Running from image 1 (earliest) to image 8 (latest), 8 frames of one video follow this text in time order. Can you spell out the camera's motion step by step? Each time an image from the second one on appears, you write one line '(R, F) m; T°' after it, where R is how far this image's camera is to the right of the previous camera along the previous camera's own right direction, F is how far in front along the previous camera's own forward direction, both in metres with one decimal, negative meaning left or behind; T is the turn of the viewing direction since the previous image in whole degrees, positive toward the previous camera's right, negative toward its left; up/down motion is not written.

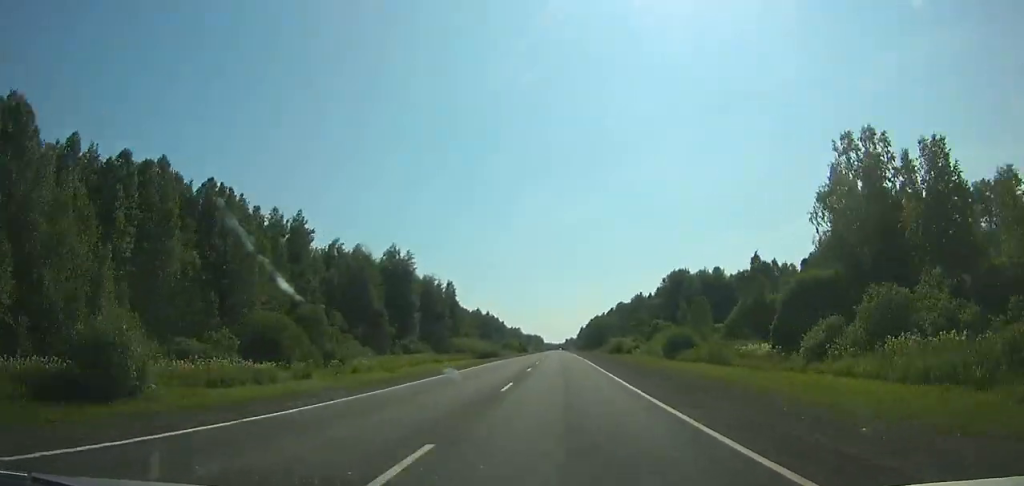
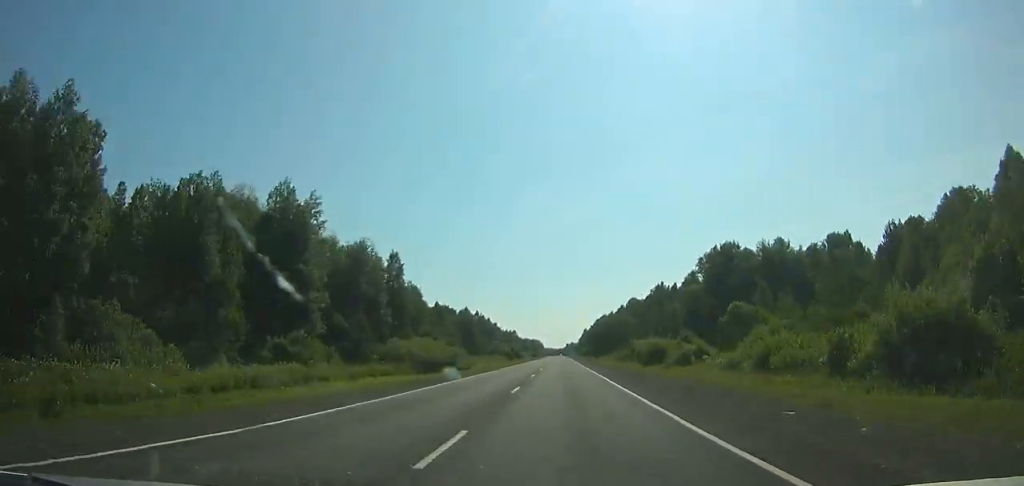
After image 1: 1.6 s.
(-0.4, +46.5) m; 0°
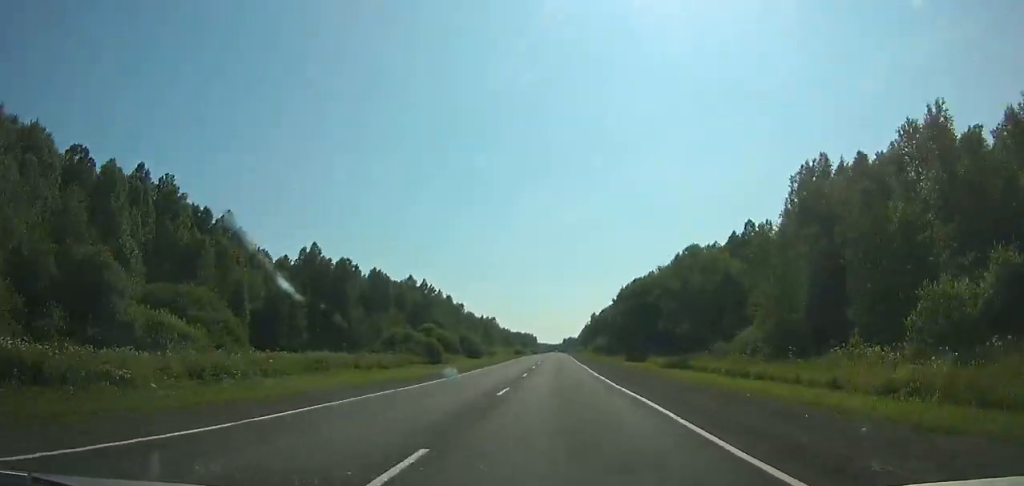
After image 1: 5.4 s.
(+0.5, +109.4) m; 0°
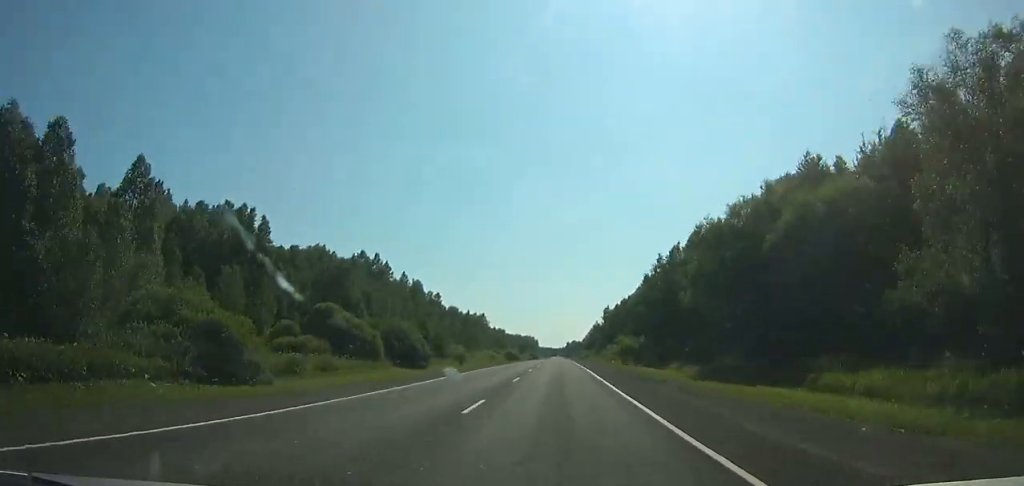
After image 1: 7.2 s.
(0.0, +51.3) m; 0°
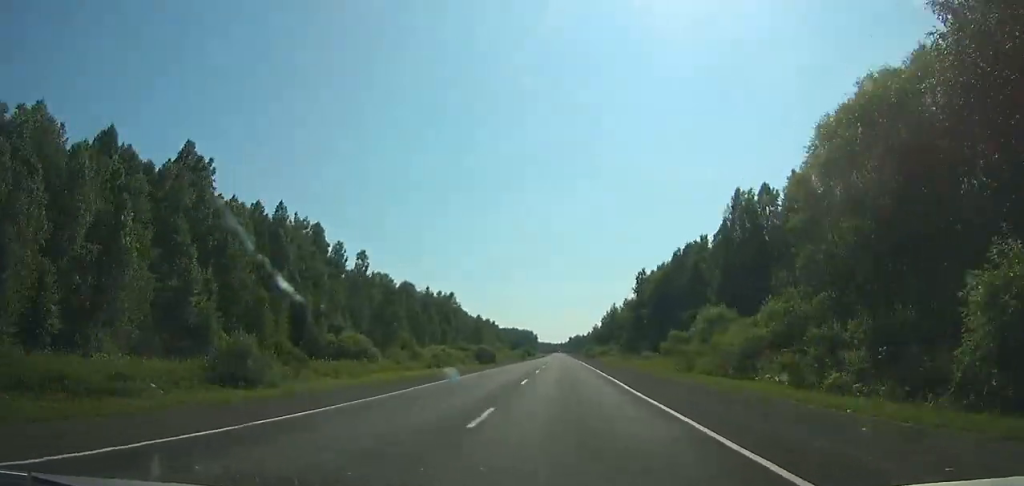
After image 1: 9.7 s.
(0.0, +70.8) m; +3°
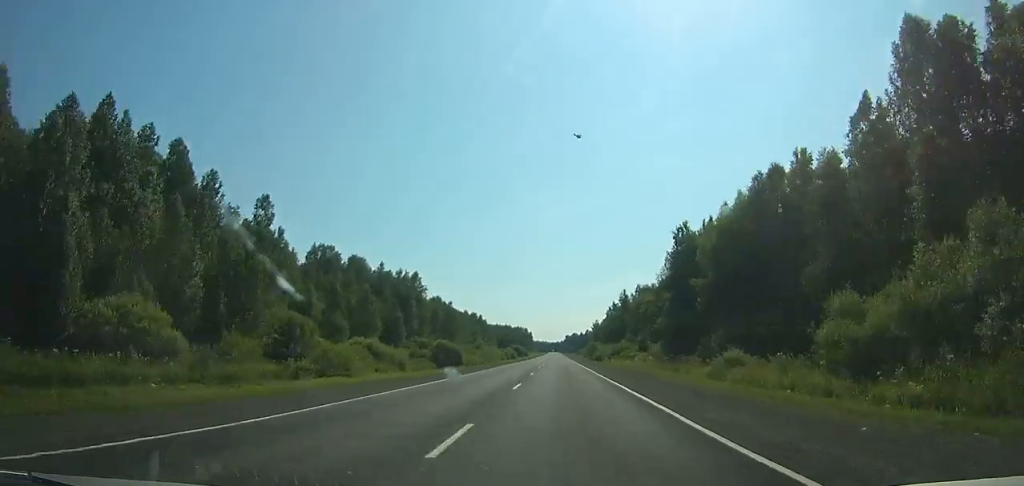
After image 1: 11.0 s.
(-0.6, +36.5) m; +1°
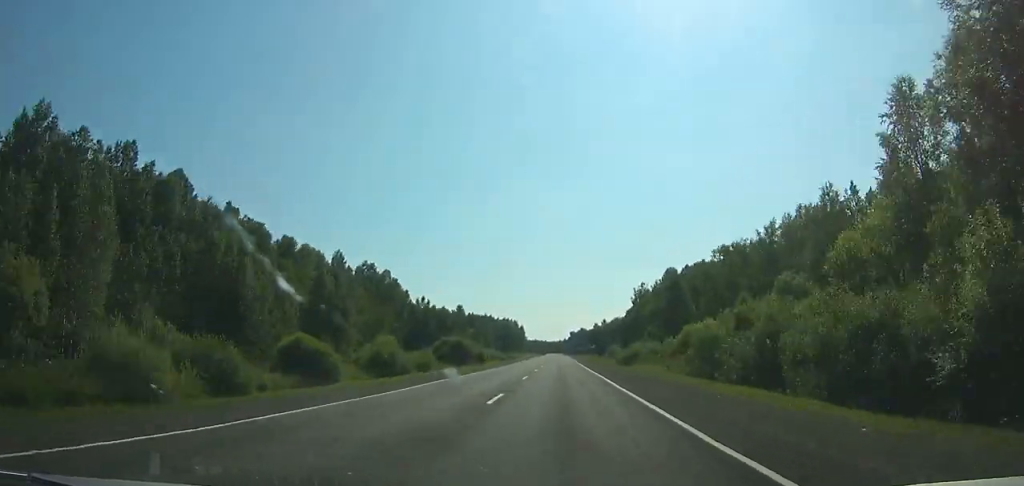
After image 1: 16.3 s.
(-10.7, +157.5) m; -8°
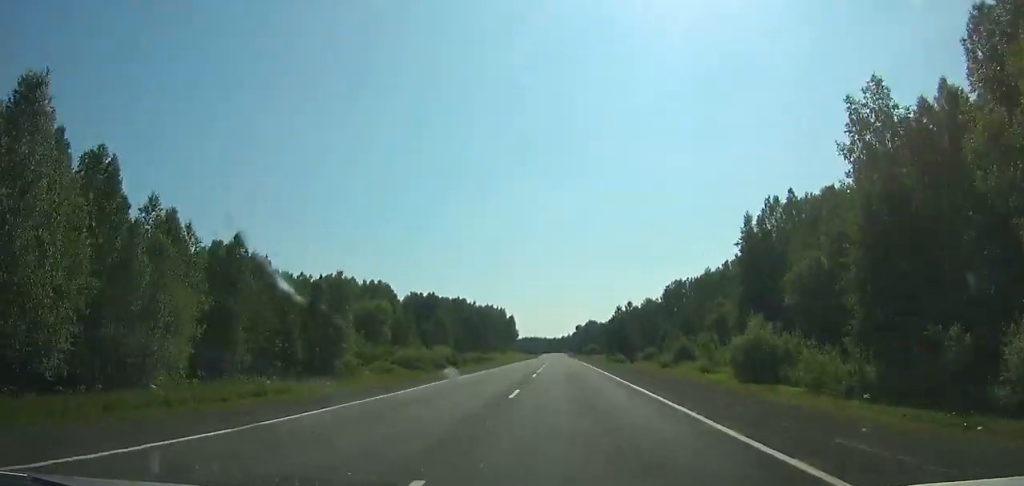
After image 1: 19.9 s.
(+3.5, +116.6) m; +3°
